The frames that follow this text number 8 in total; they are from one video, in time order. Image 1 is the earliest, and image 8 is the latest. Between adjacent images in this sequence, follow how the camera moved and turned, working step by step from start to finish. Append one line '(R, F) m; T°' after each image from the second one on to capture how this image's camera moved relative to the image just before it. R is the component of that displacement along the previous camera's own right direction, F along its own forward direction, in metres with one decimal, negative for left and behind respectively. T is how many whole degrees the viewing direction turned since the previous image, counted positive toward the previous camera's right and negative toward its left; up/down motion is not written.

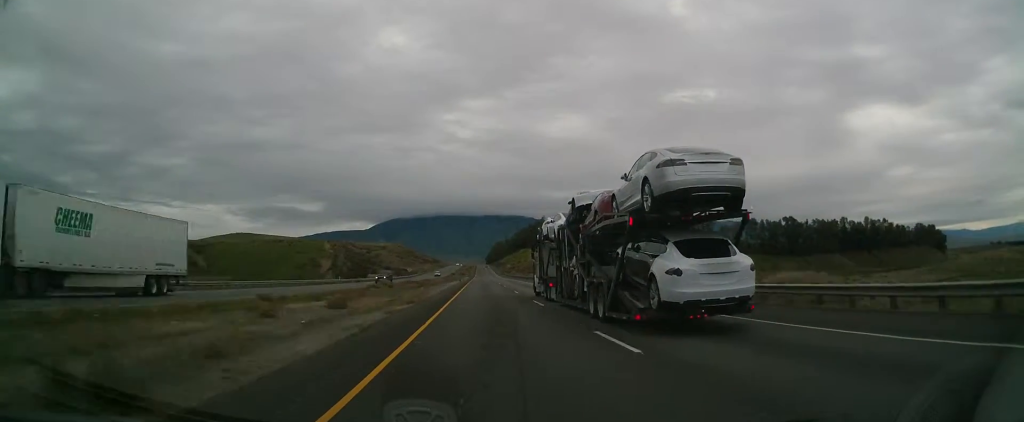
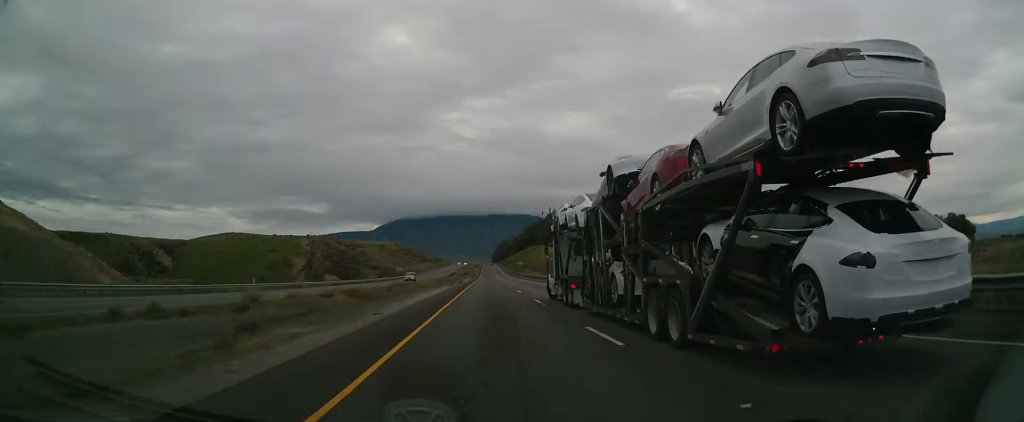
(0.0, +43.6) m; 0°
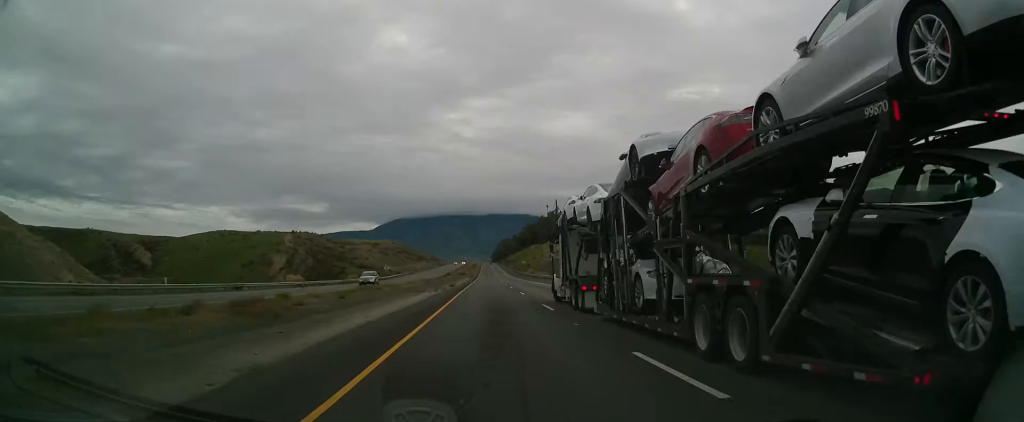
(0.0, +19.6) m; 0°
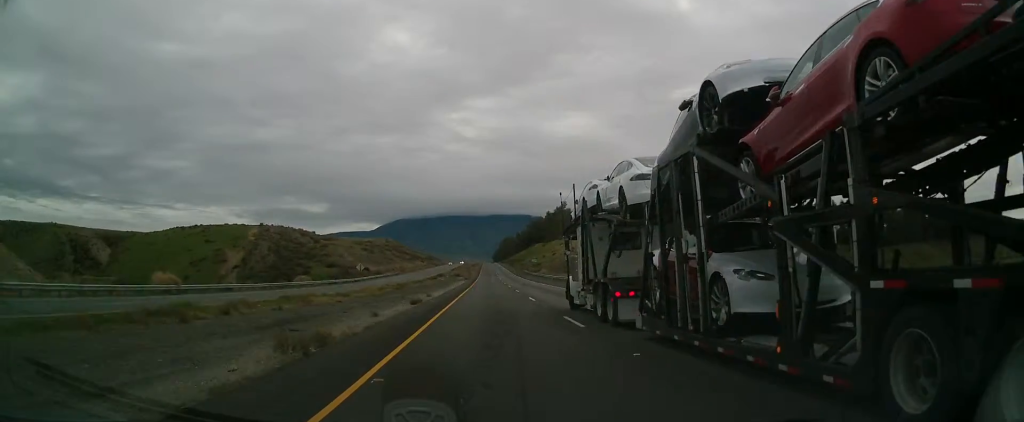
(-0.3, +36.1) m; 0°
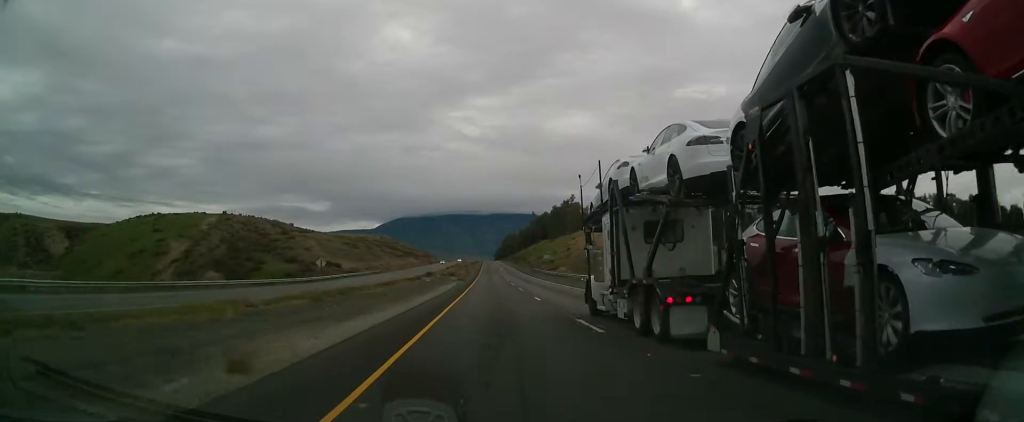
(+0.2, +32.2) m; 0°
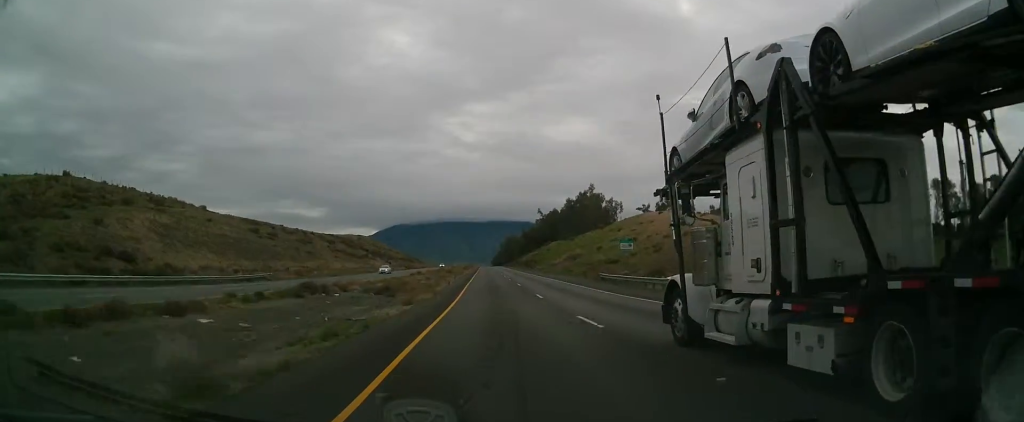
(-0.8, +81.4) m; 0°
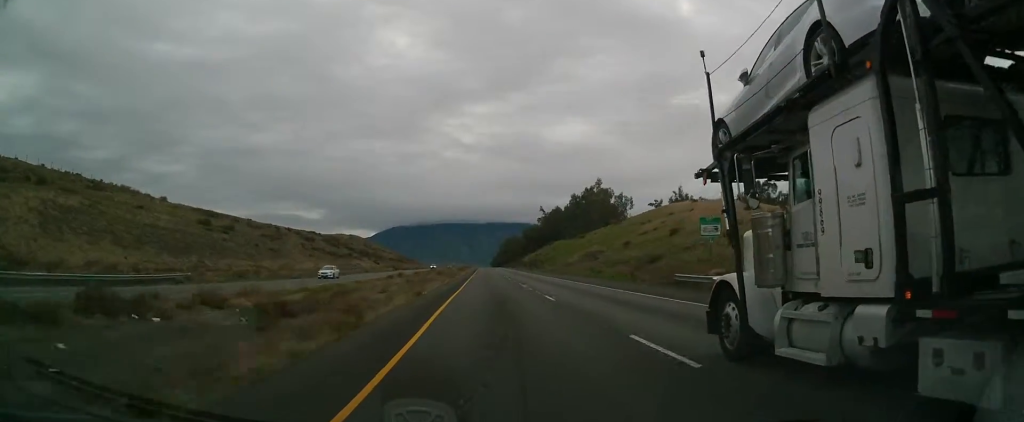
(+0.4, +25.8) m; +1°
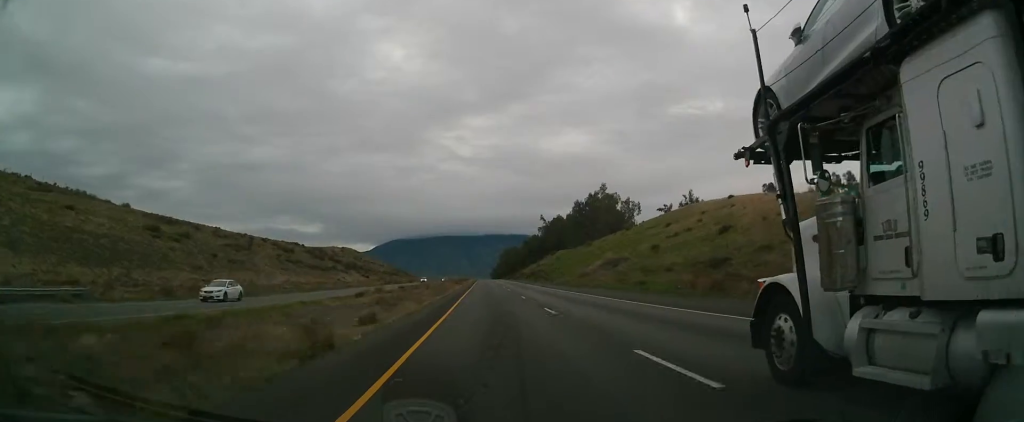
(0.0, +18.4) m; 0°
